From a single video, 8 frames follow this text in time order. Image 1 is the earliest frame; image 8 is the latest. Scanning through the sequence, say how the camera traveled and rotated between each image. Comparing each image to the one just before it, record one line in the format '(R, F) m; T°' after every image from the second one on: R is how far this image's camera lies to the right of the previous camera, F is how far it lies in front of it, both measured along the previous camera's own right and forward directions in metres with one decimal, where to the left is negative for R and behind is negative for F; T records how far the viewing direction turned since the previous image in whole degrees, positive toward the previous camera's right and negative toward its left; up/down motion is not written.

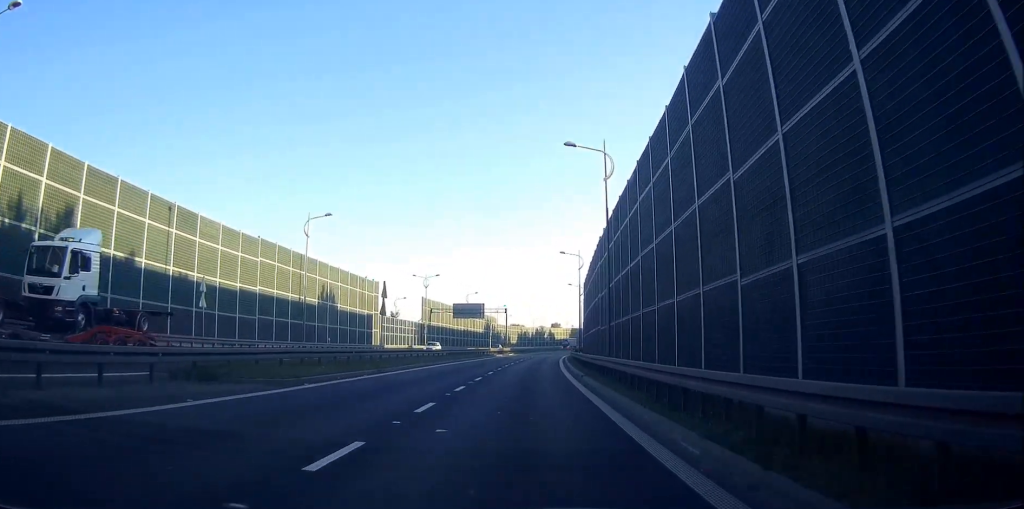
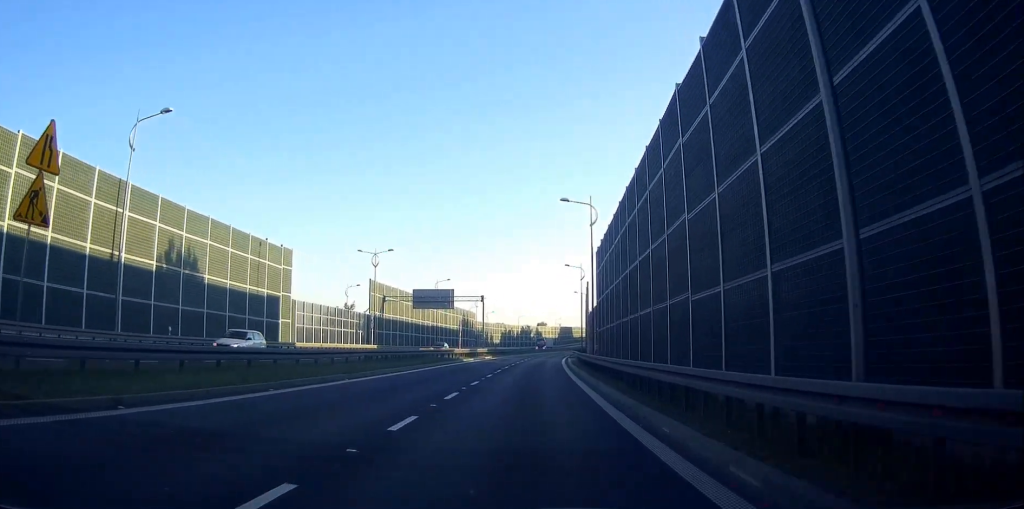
(+0.3, +26.3) m; +1°
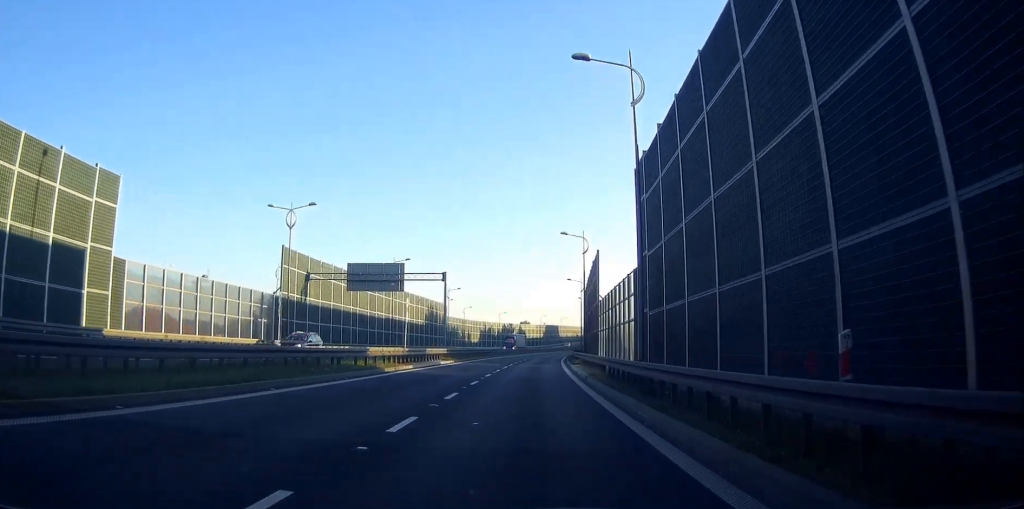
(+0.2, +23.9) m; +1°
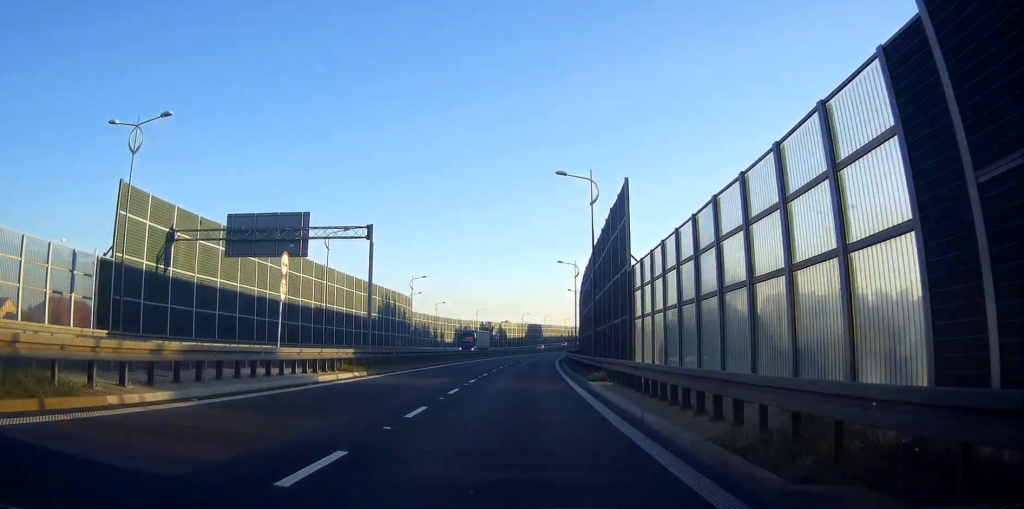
(+0.3, +21.5) m; +2°
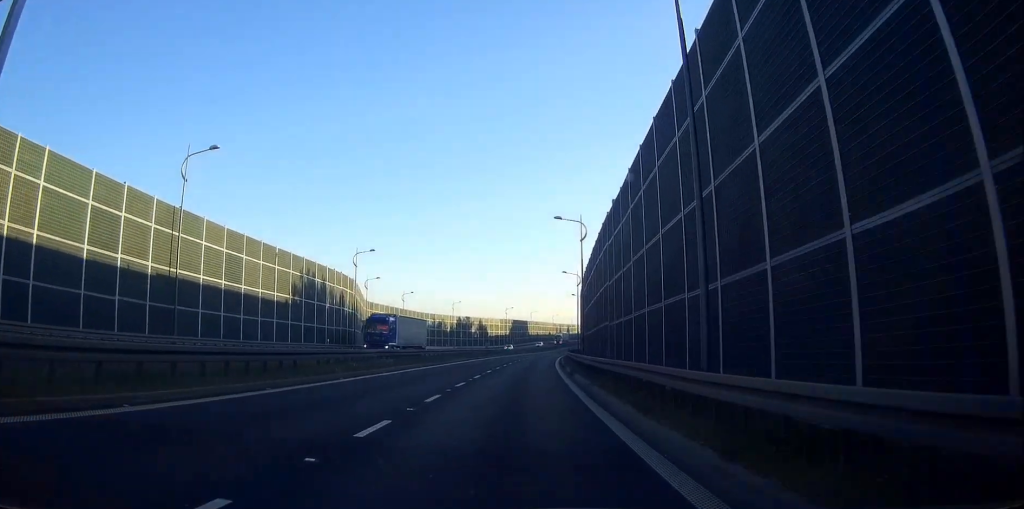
(+0.4, +26.3) m; +1°
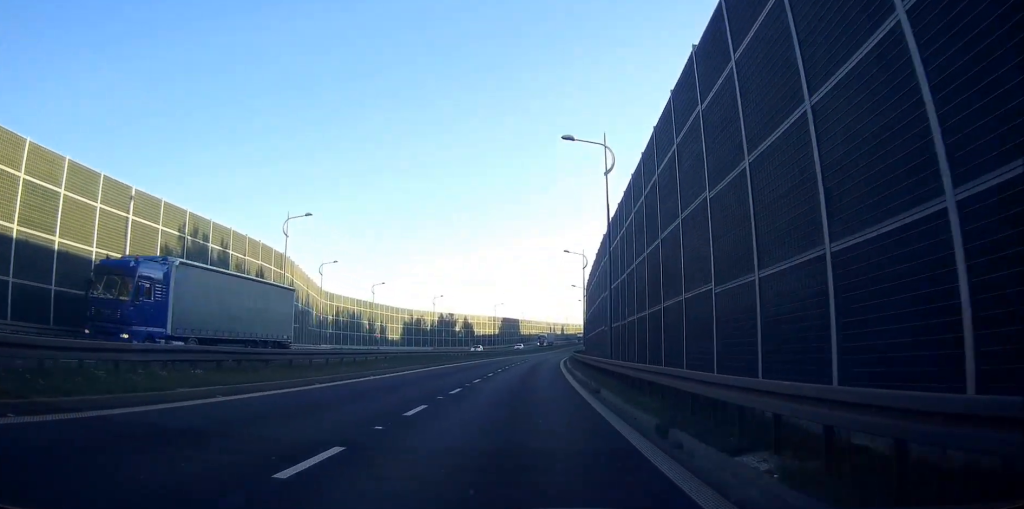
(+0.2, +20.8) m; +1°
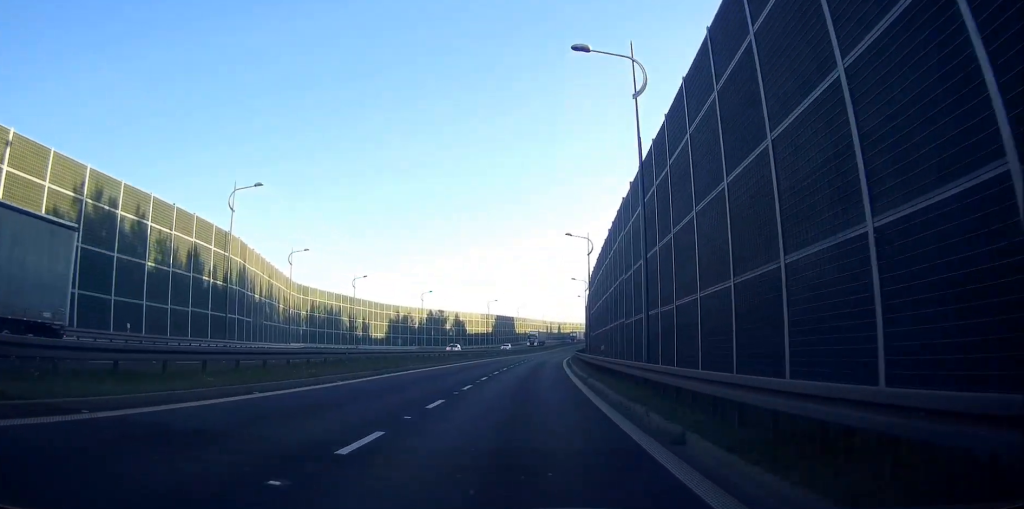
(+0.1, +10.4) m; 0°
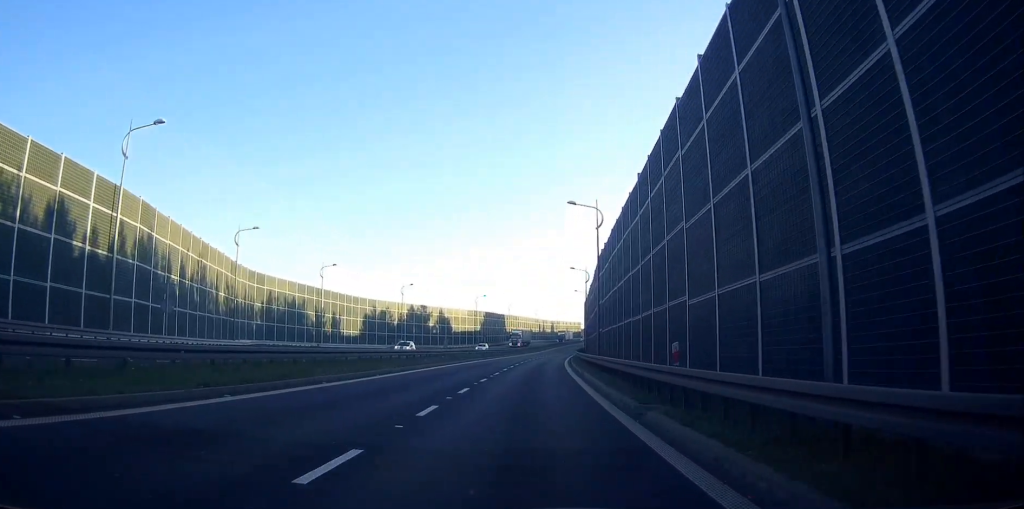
(0.0, +13.6) m; +1°
